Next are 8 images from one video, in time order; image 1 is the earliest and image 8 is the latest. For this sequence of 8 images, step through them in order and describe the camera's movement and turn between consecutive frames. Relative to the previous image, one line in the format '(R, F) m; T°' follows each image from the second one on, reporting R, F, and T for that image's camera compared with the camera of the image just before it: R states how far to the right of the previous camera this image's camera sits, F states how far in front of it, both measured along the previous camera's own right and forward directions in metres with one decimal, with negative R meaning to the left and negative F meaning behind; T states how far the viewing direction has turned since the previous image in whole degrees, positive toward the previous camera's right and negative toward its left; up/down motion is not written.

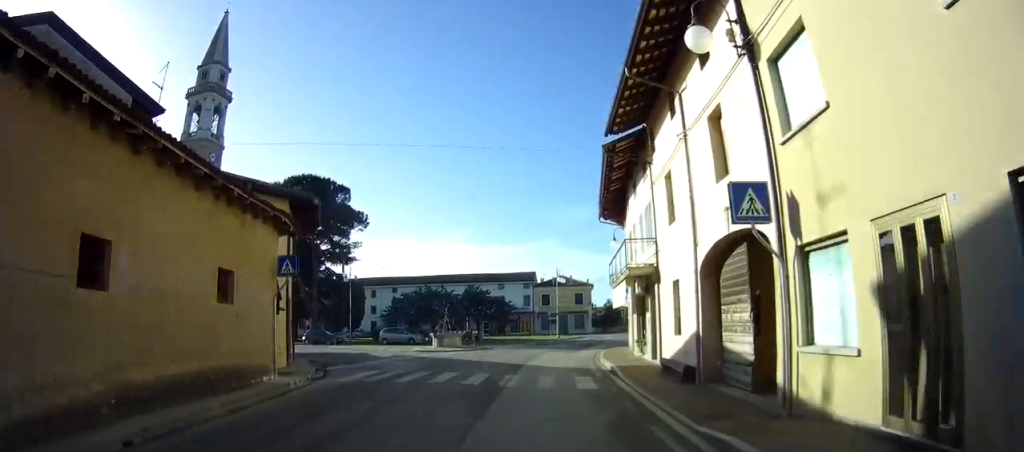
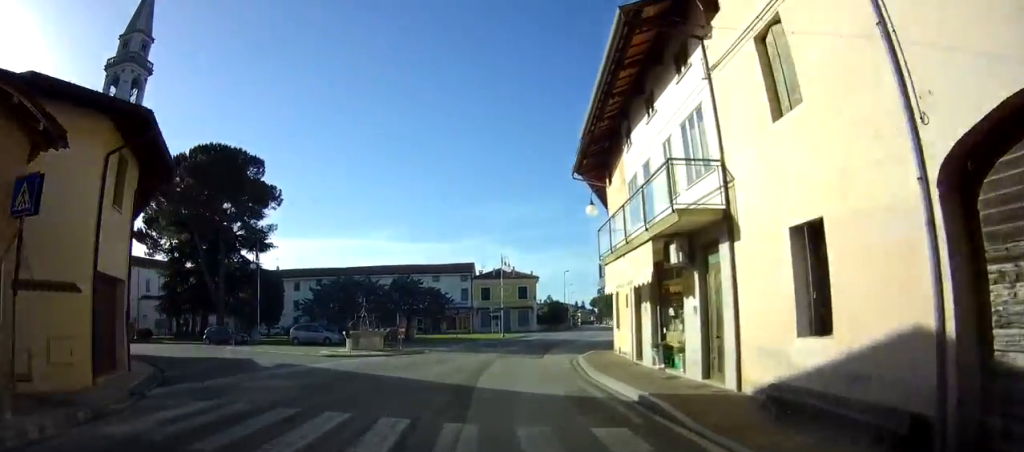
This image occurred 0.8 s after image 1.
(+0.6, +8.2) m; +7°
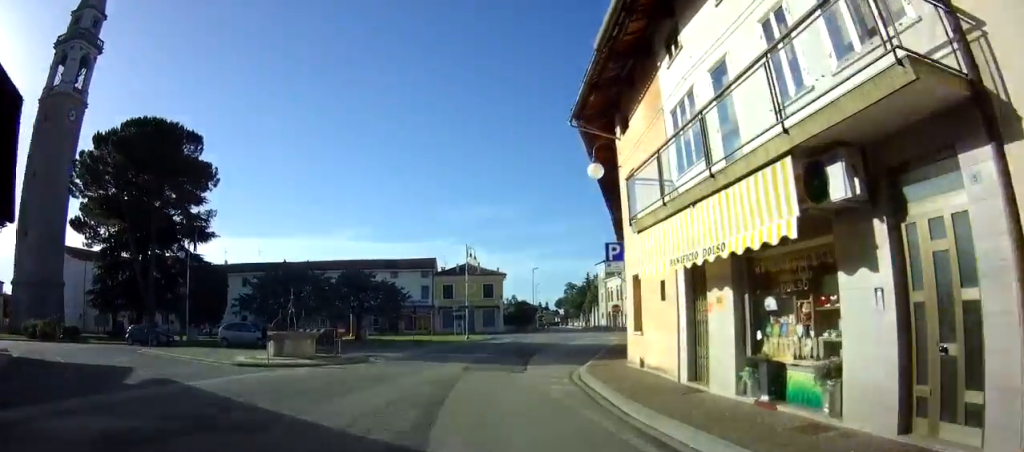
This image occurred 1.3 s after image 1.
(+0.2, +6.1) m; +4°
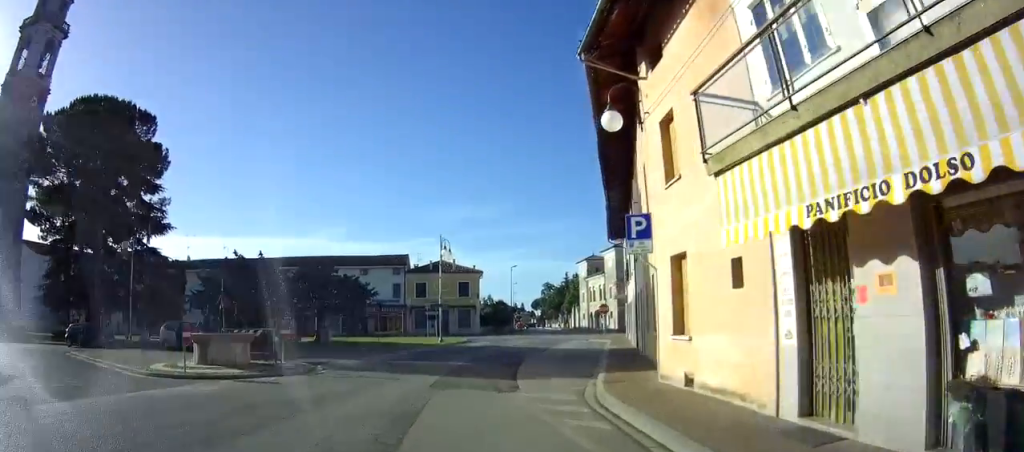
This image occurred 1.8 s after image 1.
(+0.2, +4.5) m; +1°
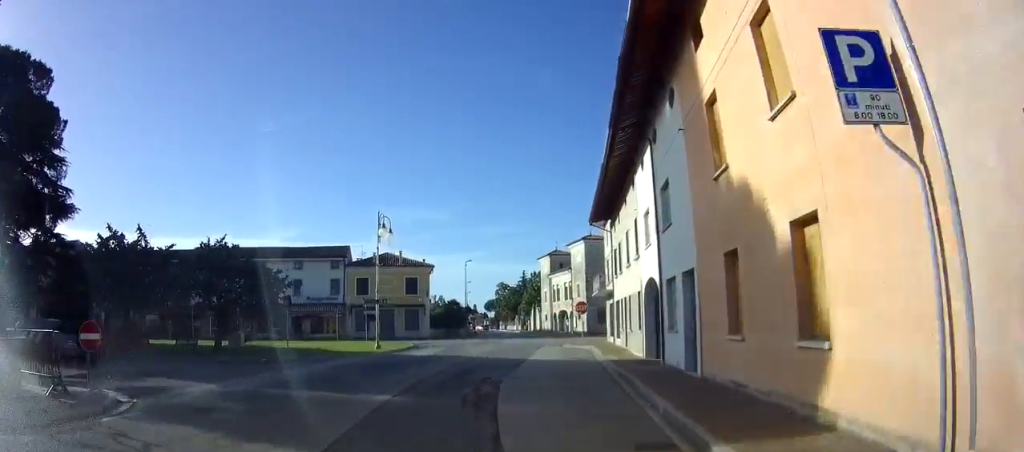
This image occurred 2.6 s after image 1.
(+0.2, +8.1) m; +3°
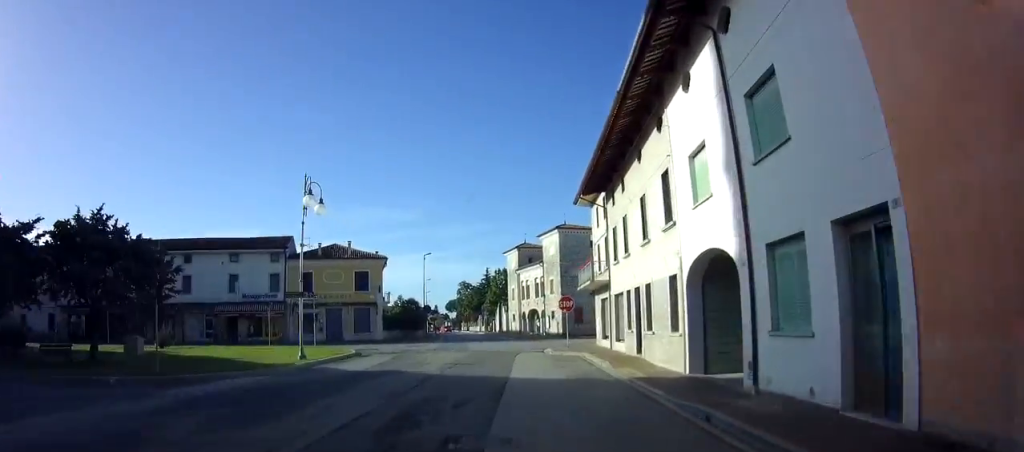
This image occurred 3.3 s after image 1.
(-0.3, +7.1) m; +5°
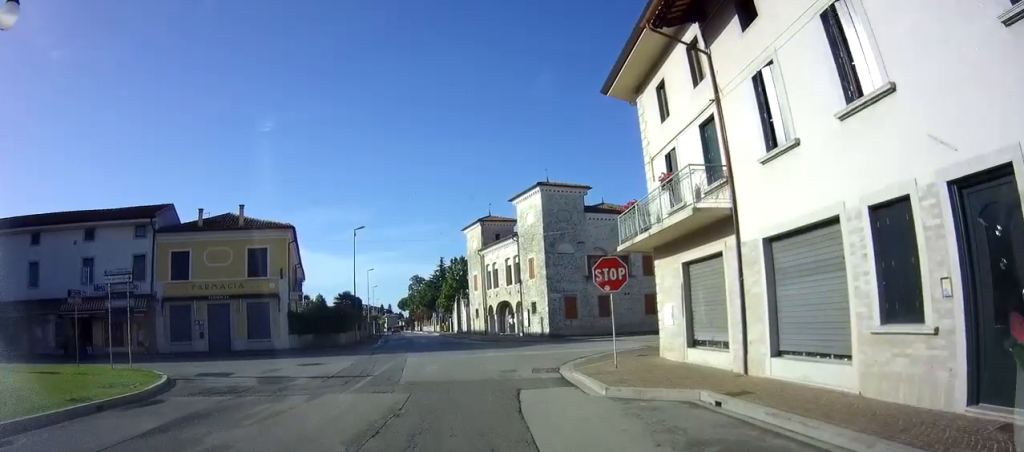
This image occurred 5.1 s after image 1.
(+1.5, +15.8) m; +6°
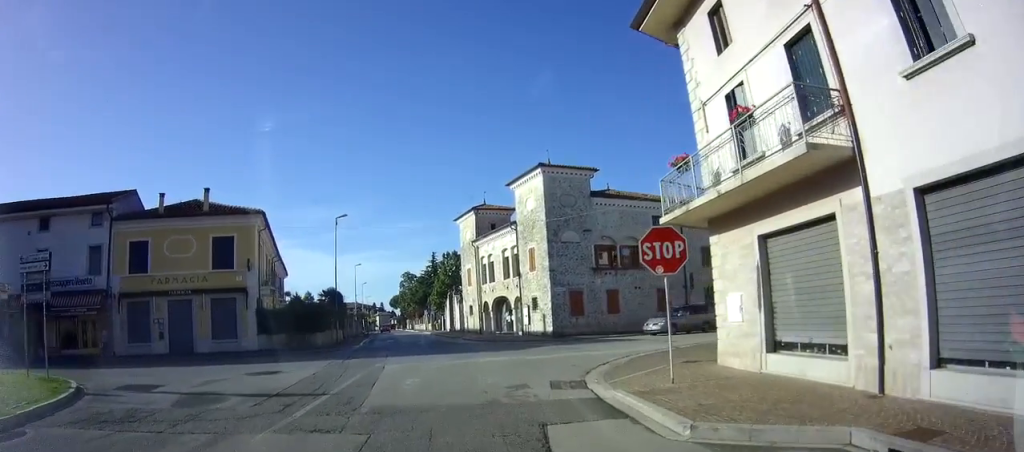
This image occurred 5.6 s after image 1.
(0.0, +4.2) m; +2°
